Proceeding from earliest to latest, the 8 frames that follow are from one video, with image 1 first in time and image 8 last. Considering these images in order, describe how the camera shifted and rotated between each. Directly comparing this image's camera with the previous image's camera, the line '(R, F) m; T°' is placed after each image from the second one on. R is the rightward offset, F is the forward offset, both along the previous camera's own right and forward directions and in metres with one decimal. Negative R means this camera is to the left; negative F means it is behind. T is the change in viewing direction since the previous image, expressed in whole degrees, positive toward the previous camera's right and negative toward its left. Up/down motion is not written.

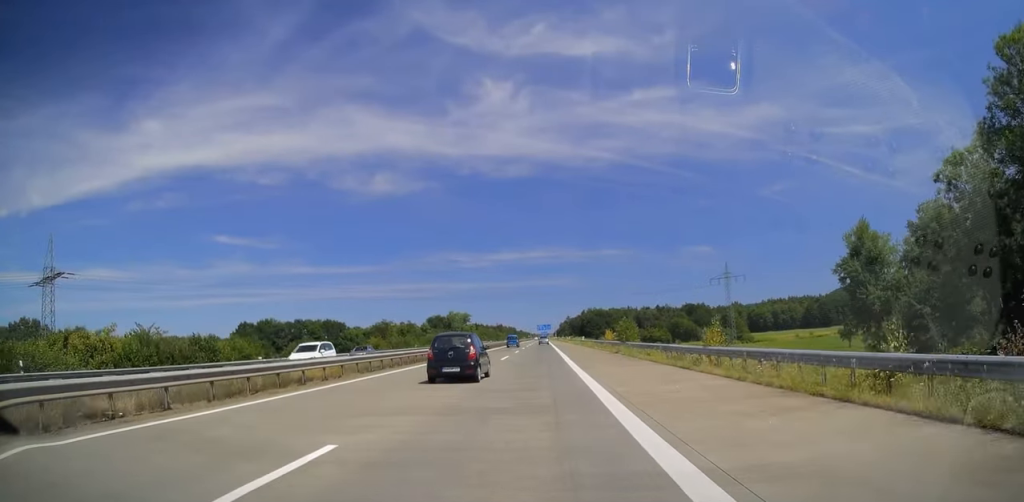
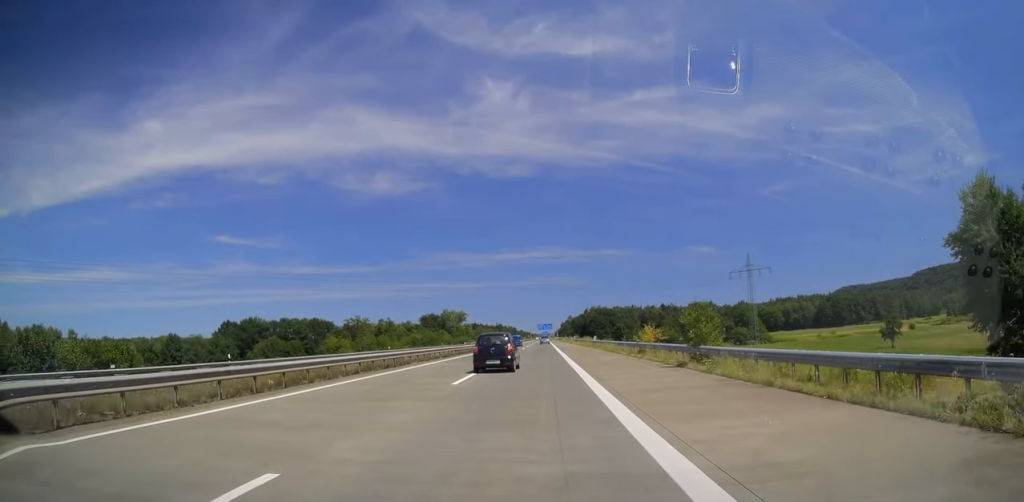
(0.0, +19.7) m; 0°
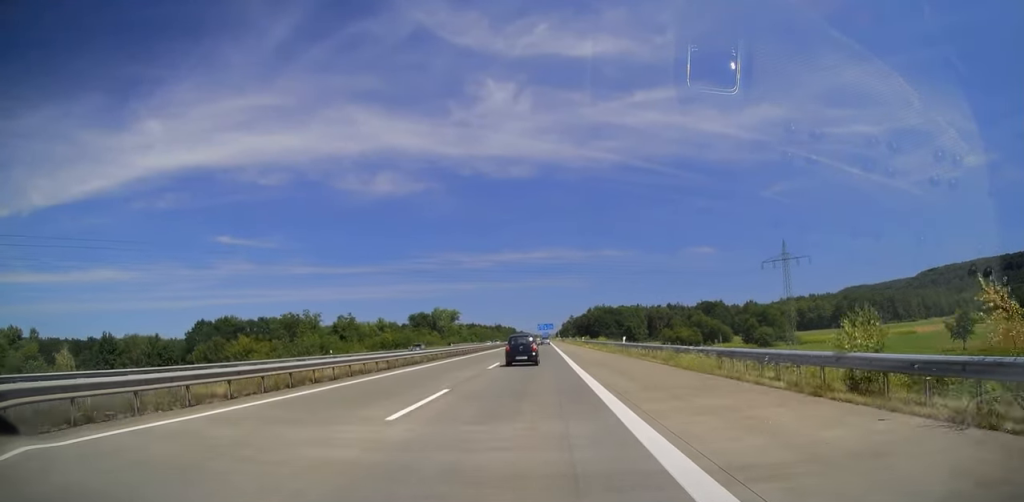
(0.0, +25.6) m; 0°
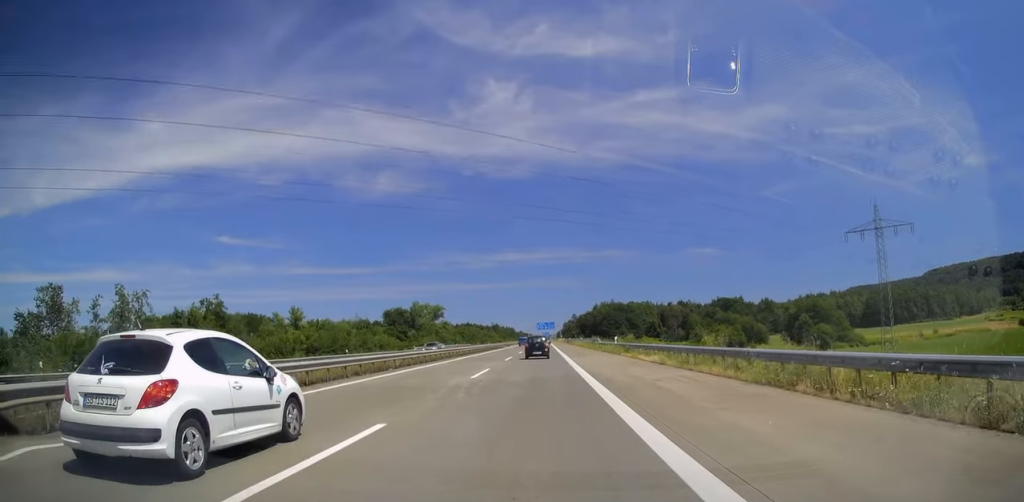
(0.0, +42.7) m; 0°
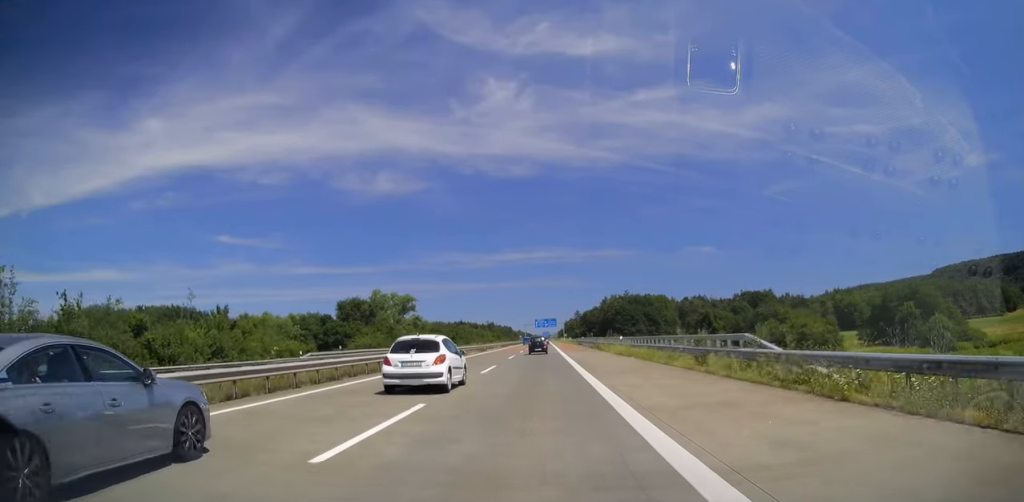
(-0.1, +51.0) m; 0°
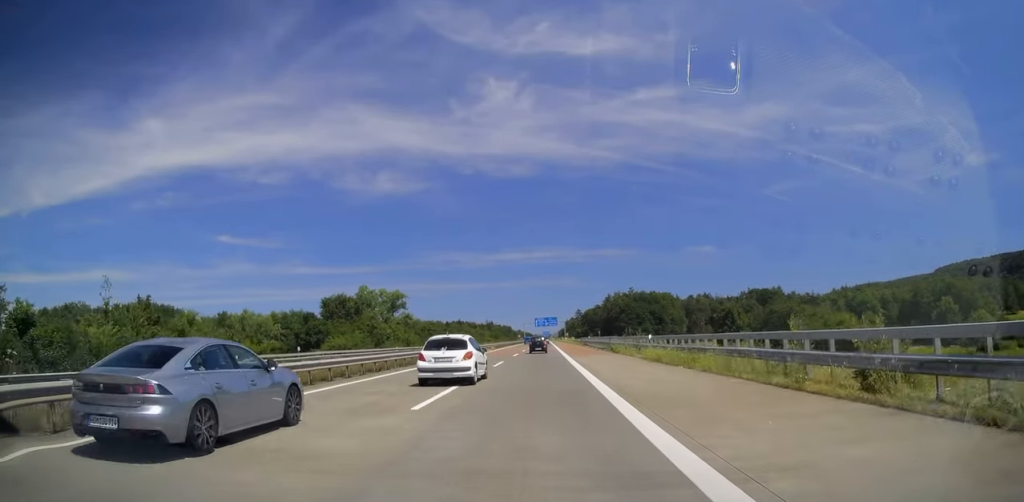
(0.0, +12.8) m; 0°
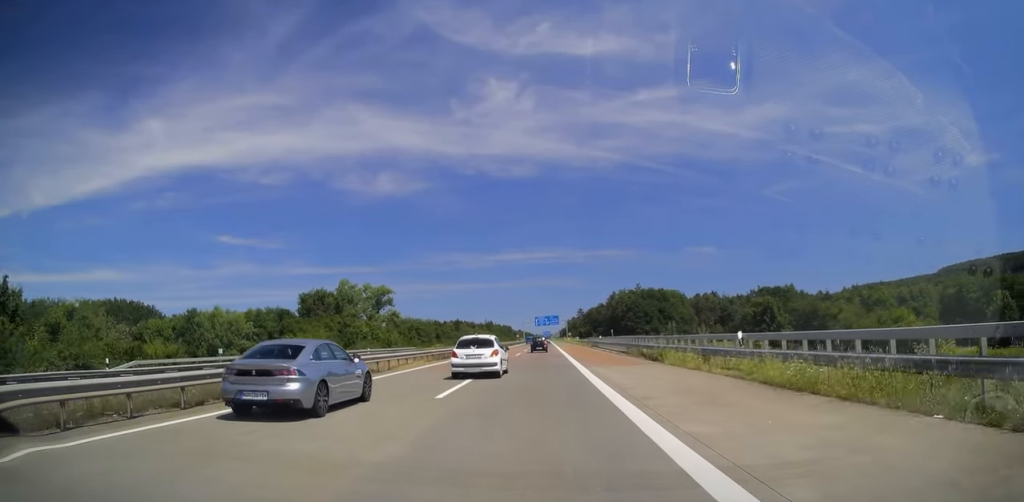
(+0.1, +15.8) m; 0°
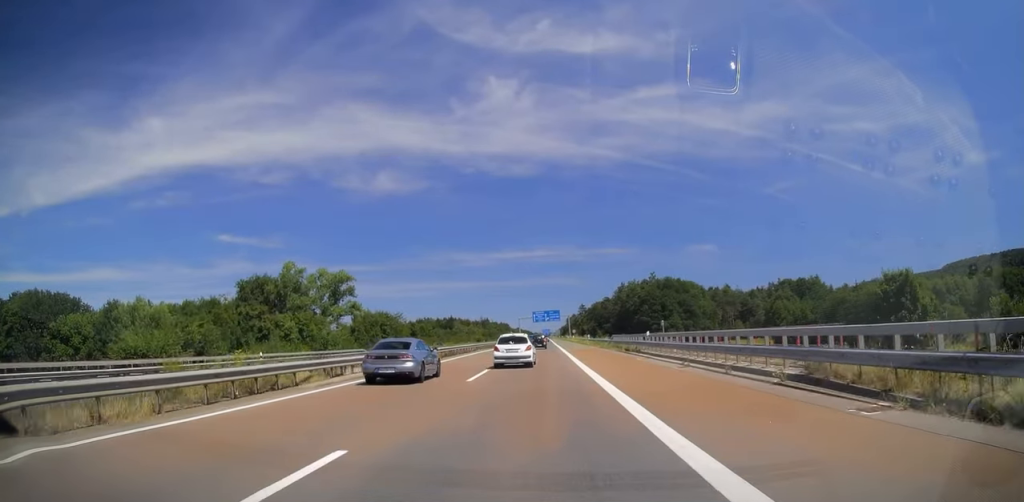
(-0.4, +31.1) m; 0°
